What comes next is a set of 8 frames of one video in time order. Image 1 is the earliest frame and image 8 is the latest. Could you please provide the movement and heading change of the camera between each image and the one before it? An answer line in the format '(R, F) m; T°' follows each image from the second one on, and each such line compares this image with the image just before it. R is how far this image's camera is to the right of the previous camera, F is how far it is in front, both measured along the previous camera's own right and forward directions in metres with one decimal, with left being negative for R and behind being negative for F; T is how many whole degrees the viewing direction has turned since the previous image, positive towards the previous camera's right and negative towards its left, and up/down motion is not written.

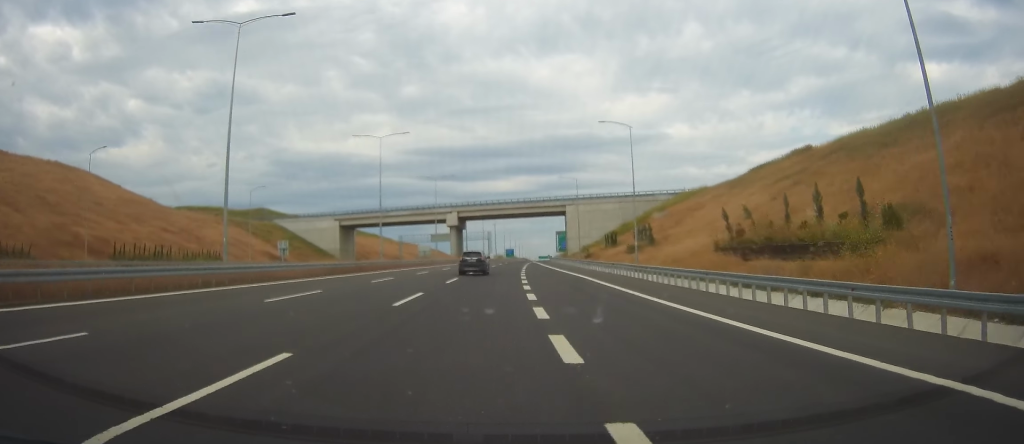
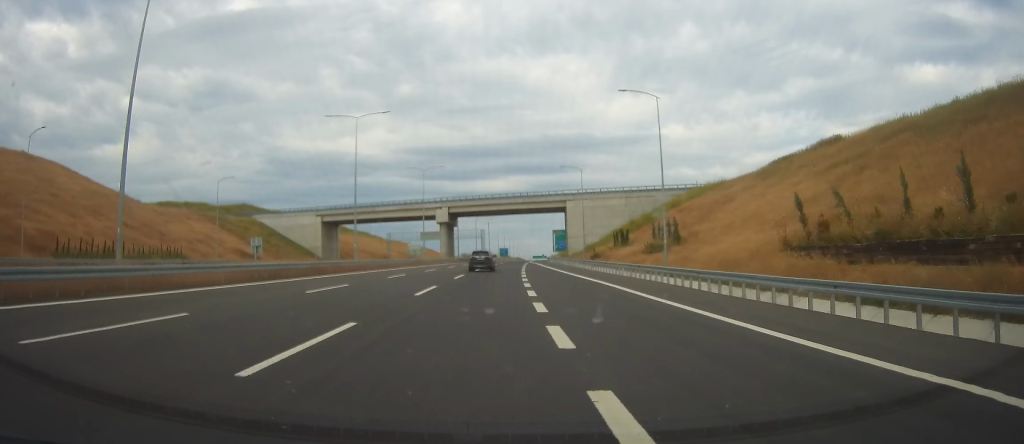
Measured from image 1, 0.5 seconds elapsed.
(+0.1, +11.2) m; 0°
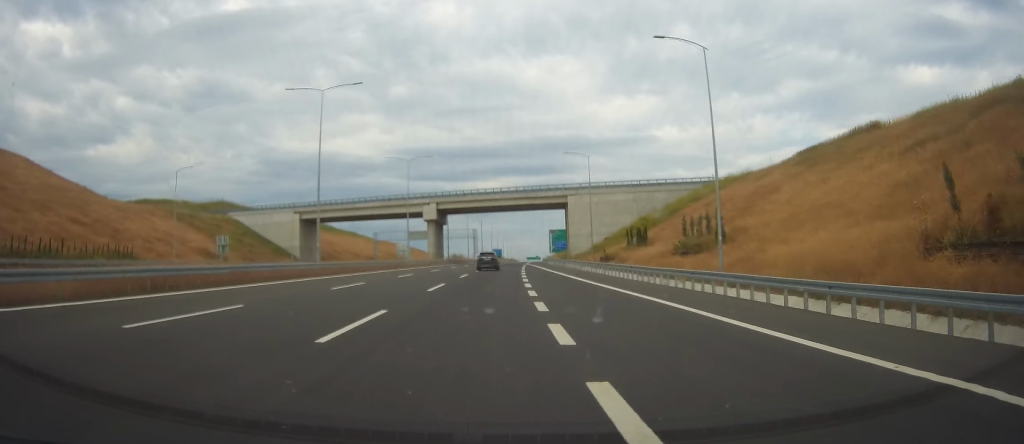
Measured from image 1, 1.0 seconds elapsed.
(0.0, +11.7) m; 0°
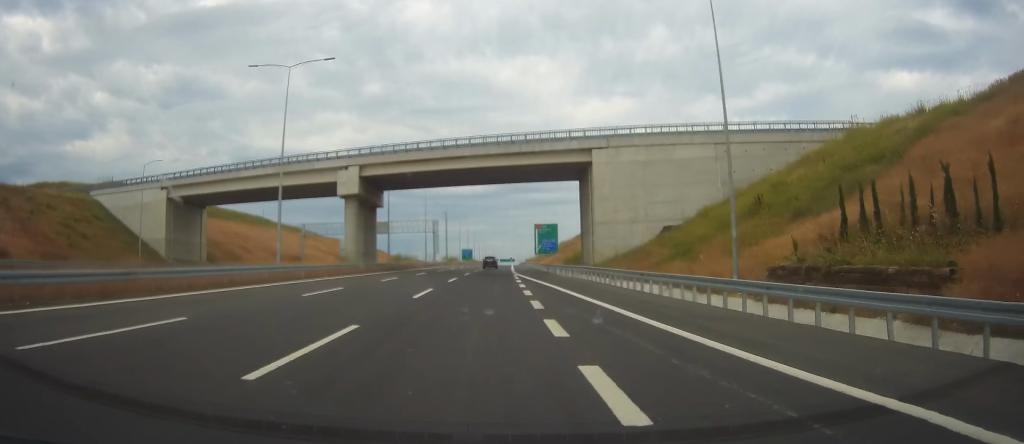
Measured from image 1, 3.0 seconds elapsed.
(+1.6, +48.6) m; +4°
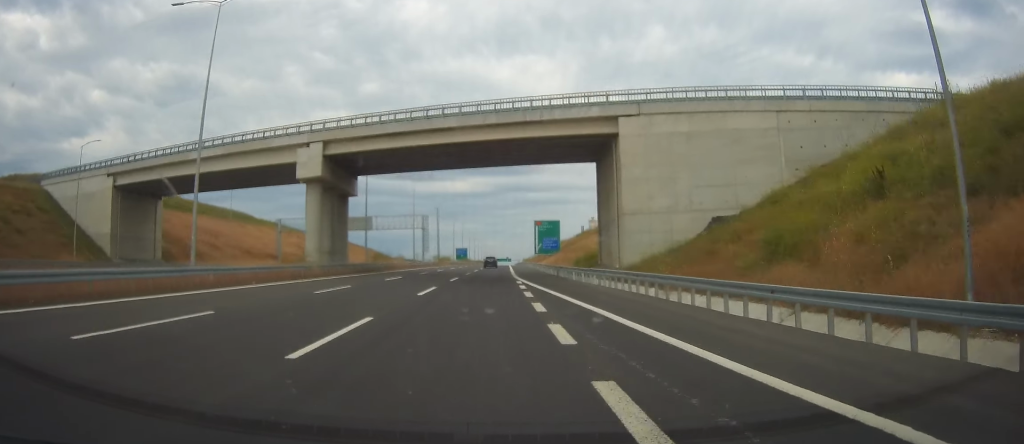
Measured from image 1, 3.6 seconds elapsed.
(+0.2, +13.5) m; 0°
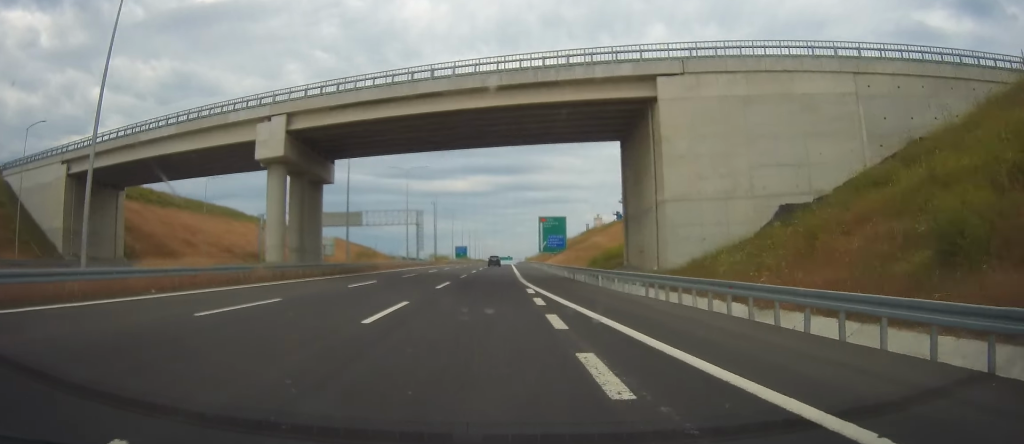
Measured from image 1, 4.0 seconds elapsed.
(+0.1, +10.4) m; 0°
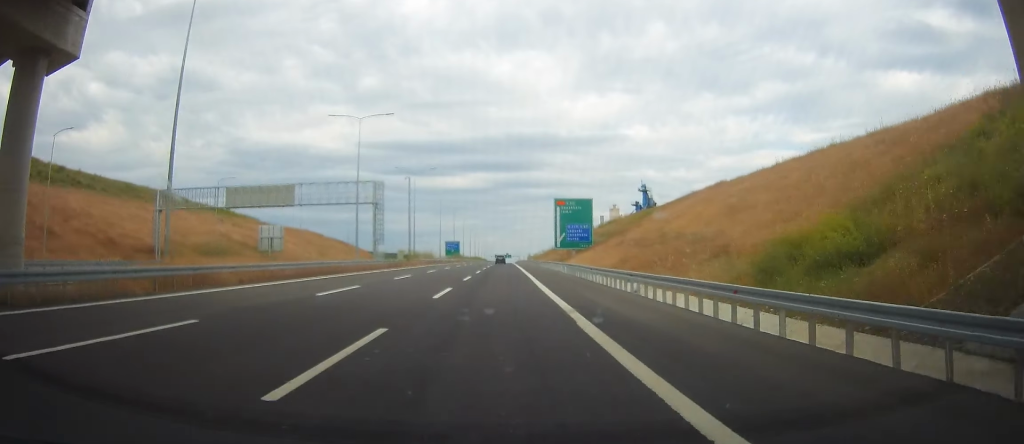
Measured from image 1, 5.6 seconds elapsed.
(+0.2, +36.8) m; +2°
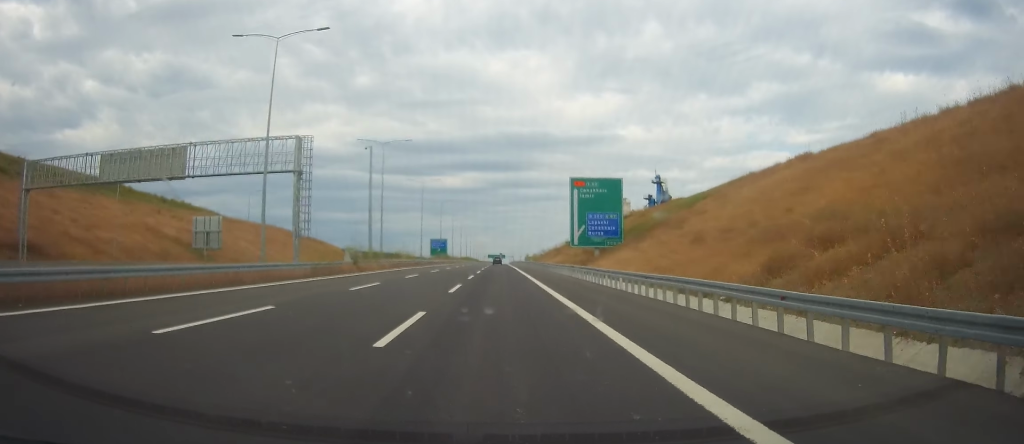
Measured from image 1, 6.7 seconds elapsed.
(+0.3, +26.1) m; +1°
